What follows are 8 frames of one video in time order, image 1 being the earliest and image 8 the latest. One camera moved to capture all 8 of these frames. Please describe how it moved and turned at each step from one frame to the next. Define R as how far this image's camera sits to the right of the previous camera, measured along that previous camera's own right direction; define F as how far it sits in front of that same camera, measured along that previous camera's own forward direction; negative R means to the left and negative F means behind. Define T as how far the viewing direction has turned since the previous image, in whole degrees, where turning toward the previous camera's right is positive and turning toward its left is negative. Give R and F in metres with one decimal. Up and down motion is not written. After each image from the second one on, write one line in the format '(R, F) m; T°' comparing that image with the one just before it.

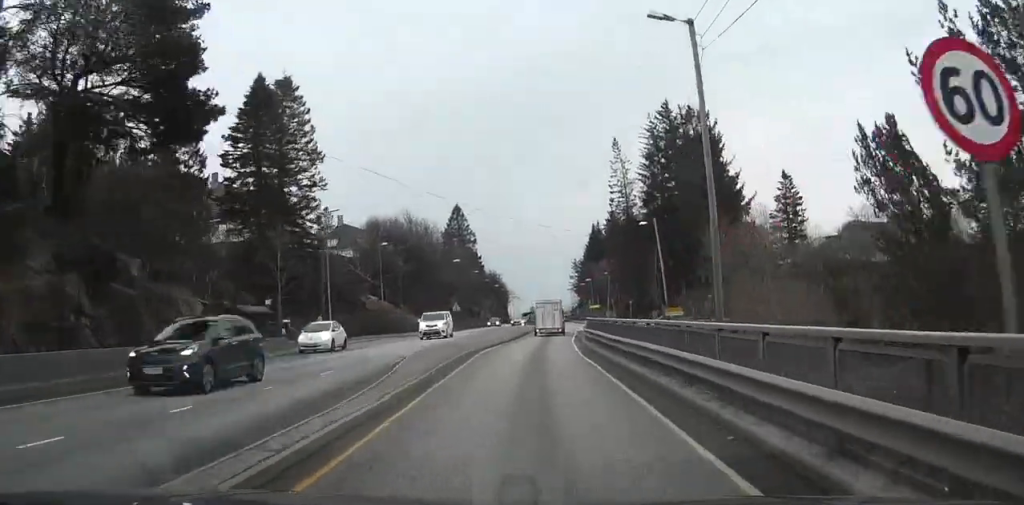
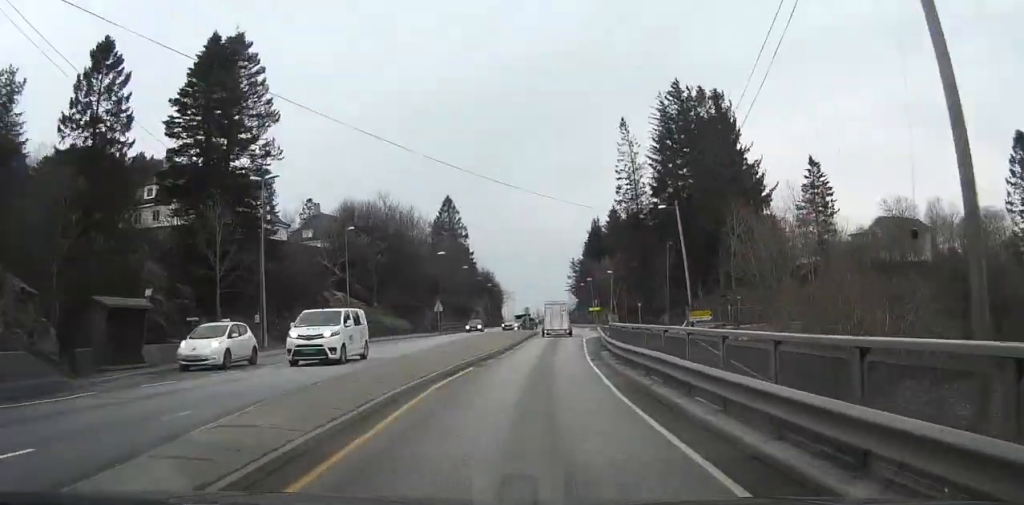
(+0.1, +12.9) m; +1°
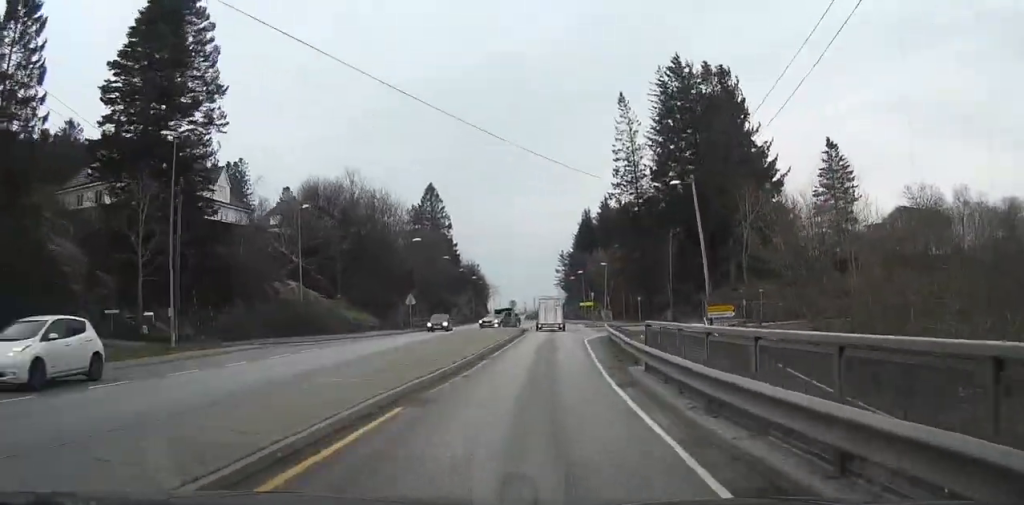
(0.0, +10.3) m; 0°
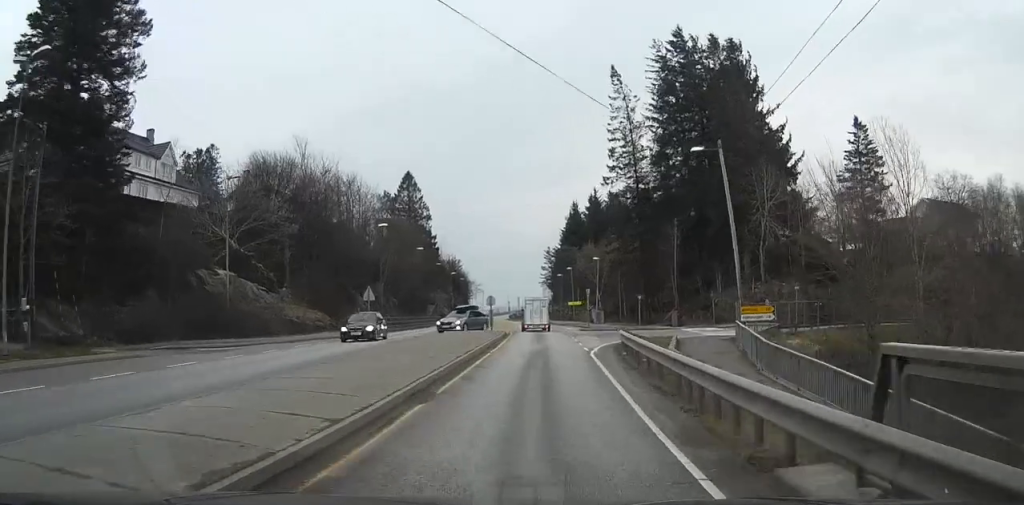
(0.0, +11.3) m; +1°
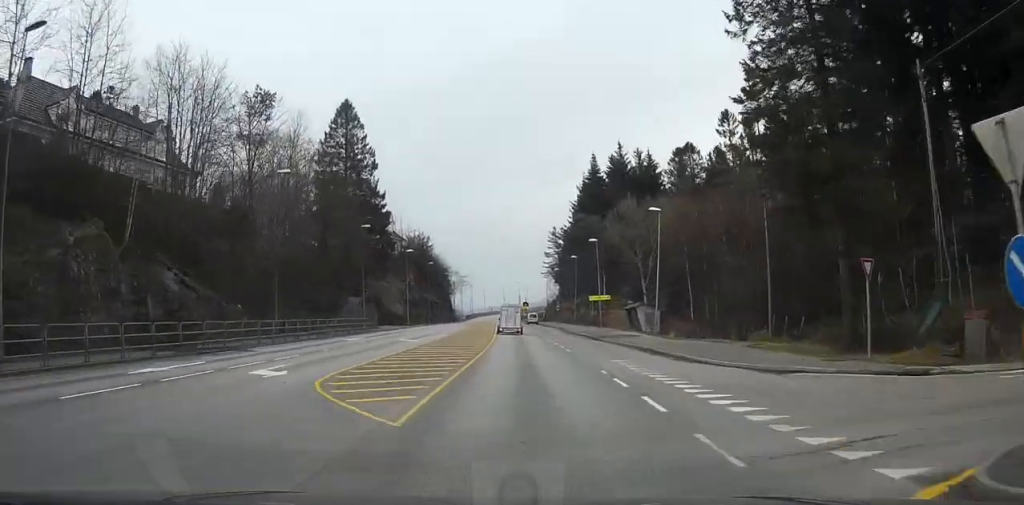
(+2.0, +52.0) m; +2°
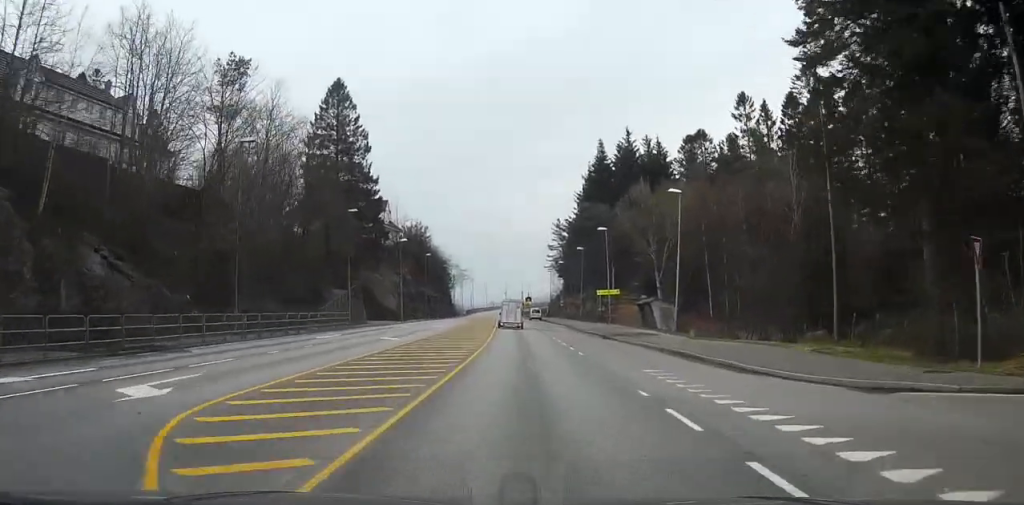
(-0.1, +6.3) m; 0°
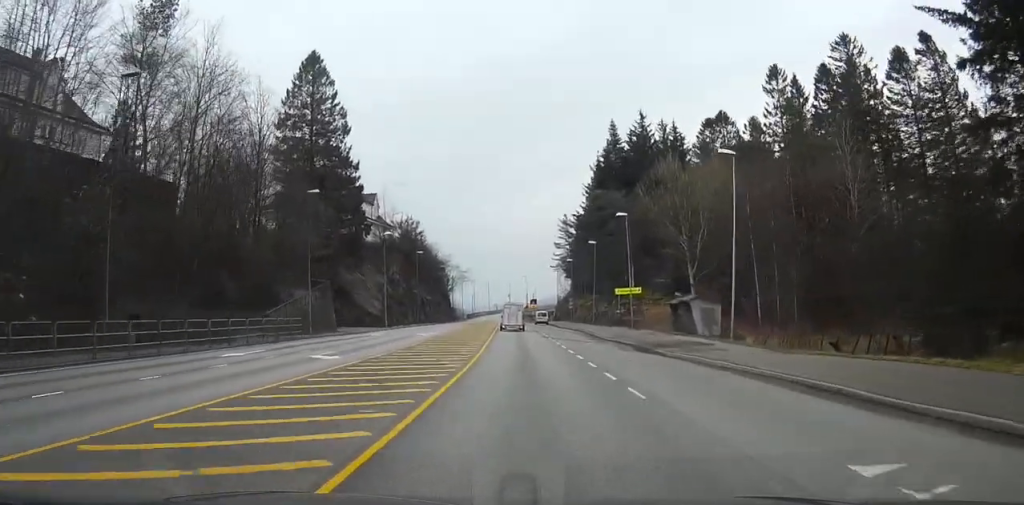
(-0.1, +12.1) m; -1°
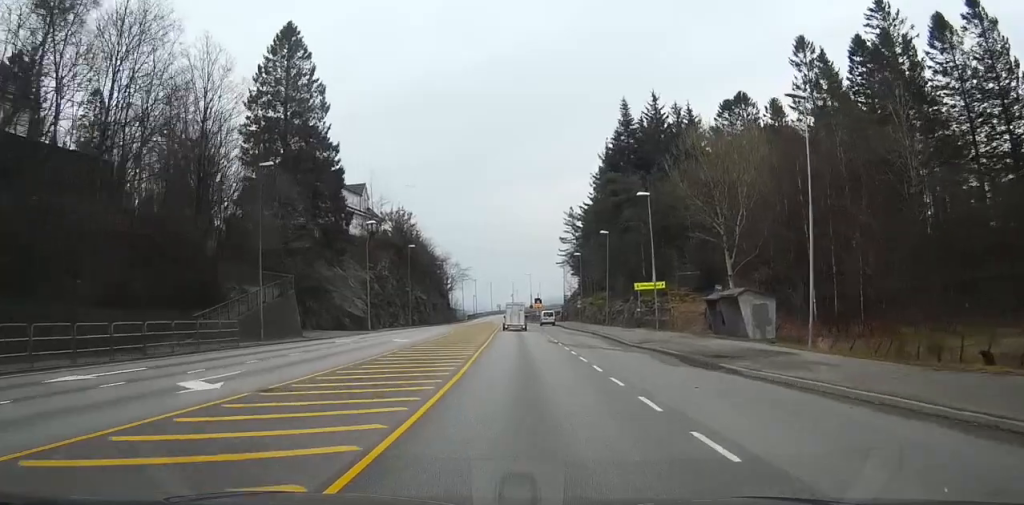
(-0.1, +9.5) m; -1°
